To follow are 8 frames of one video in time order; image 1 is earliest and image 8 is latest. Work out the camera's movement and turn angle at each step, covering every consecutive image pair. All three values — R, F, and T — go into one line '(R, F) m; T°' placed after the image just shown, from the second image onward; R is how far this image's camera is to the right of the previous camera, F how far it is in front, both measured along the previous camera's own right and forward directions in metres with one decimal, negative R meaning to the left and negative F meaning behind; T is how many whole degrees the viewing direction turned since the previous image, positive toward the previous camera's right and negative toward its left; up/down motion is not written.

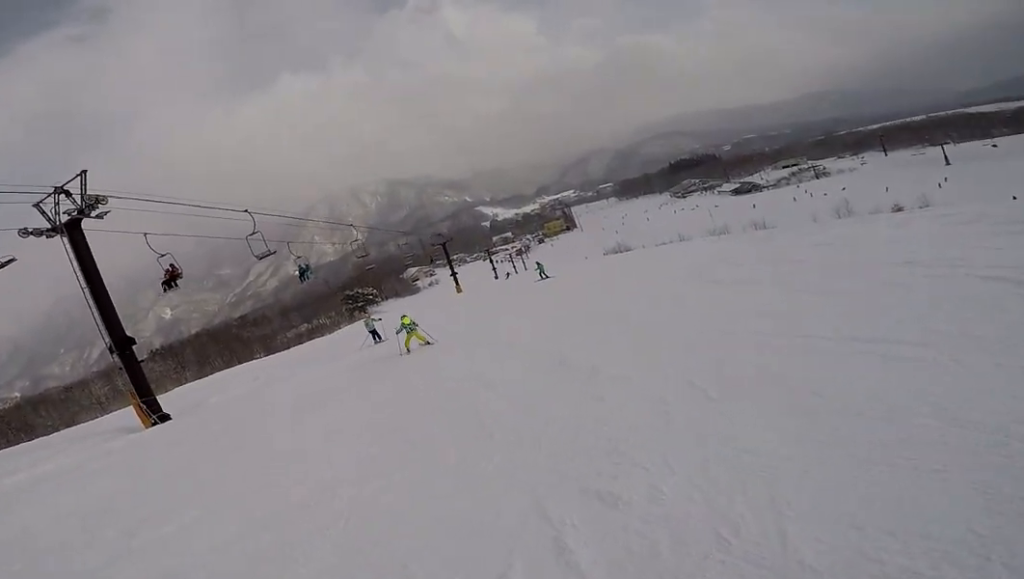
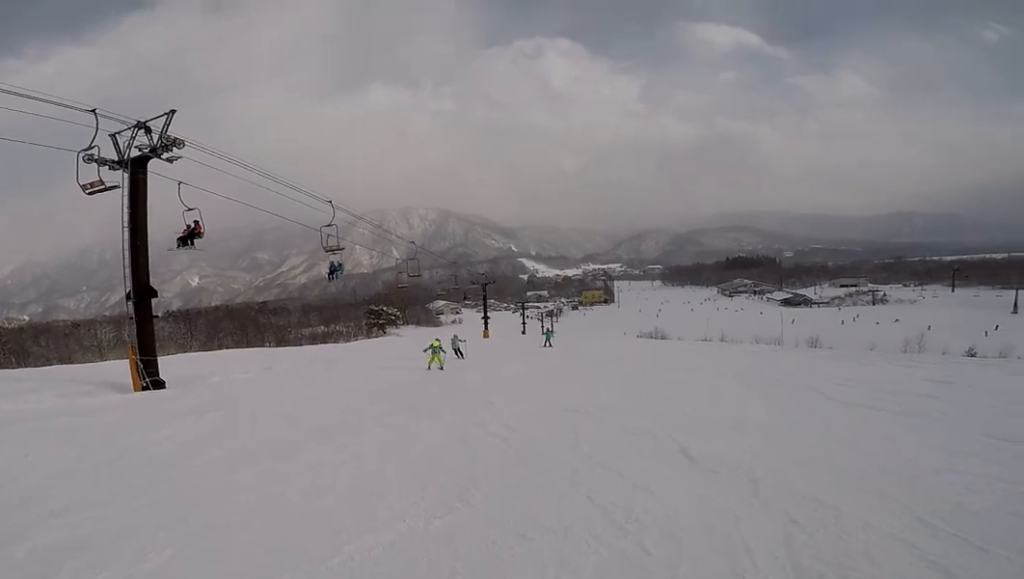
(+0.6, +2.2) m; +10°
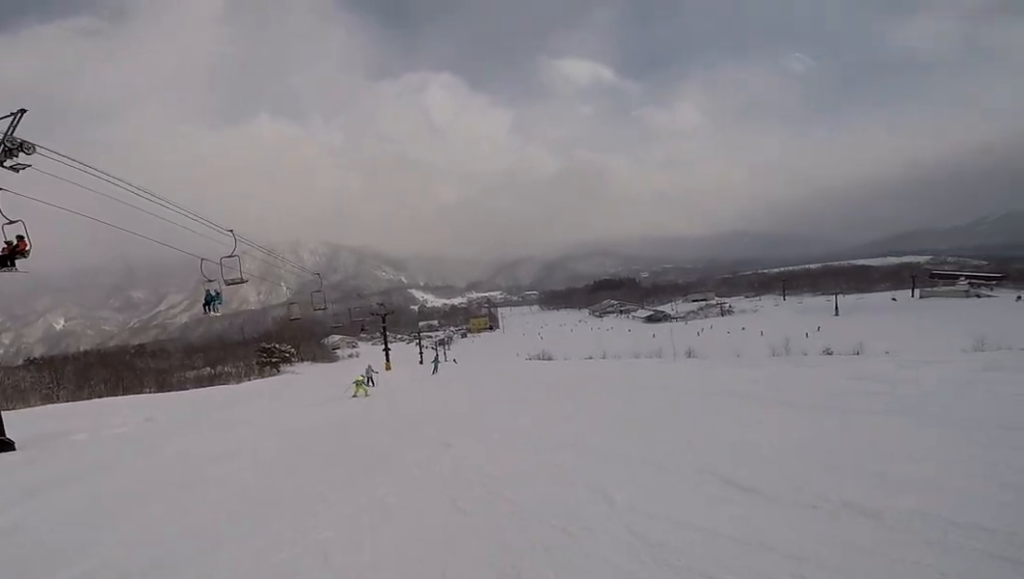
(+0.2, +2.1) m; +1°
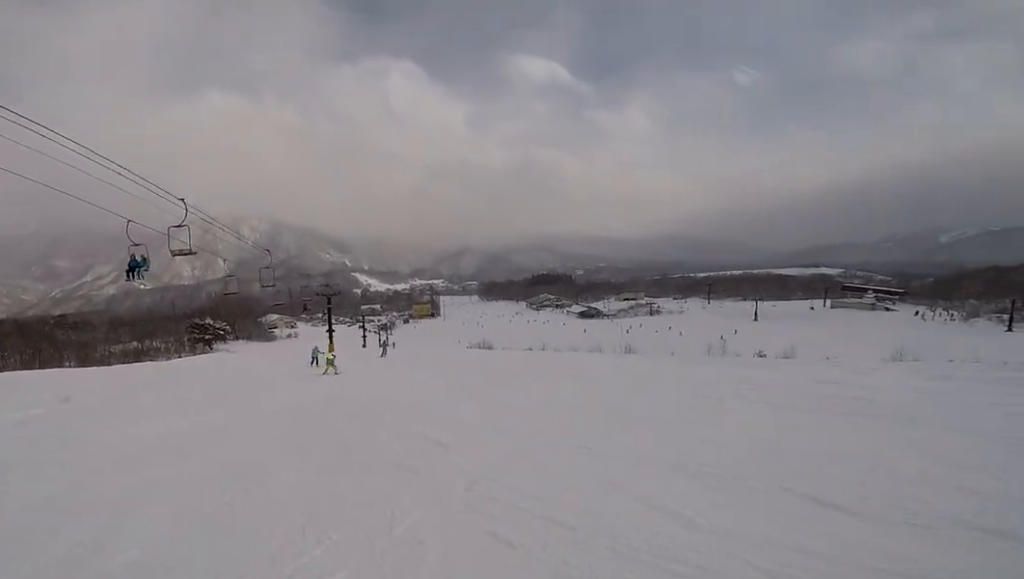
(-0.4, +1.3) m; +2°
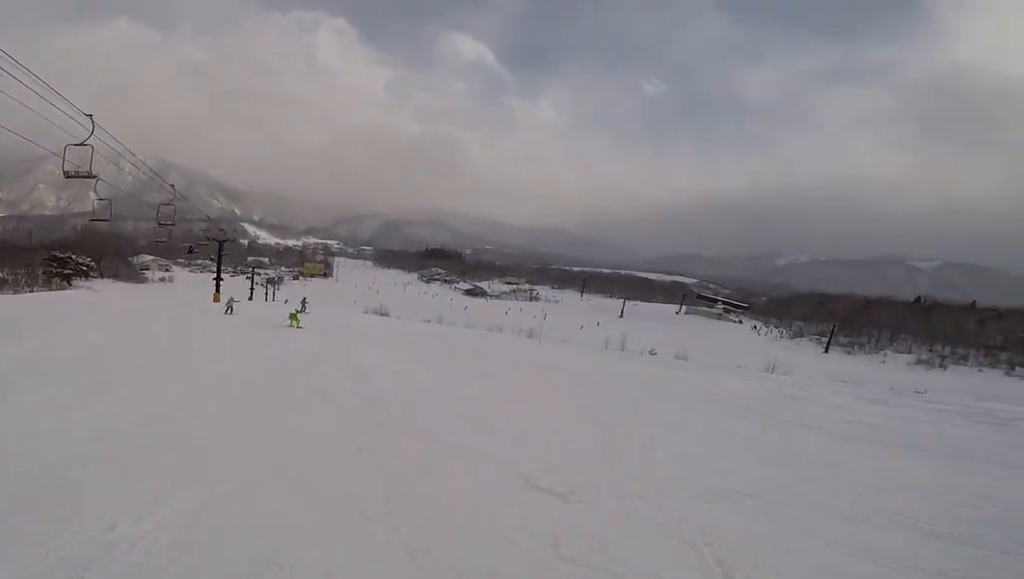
(+0.4, +3.3) m; +14°
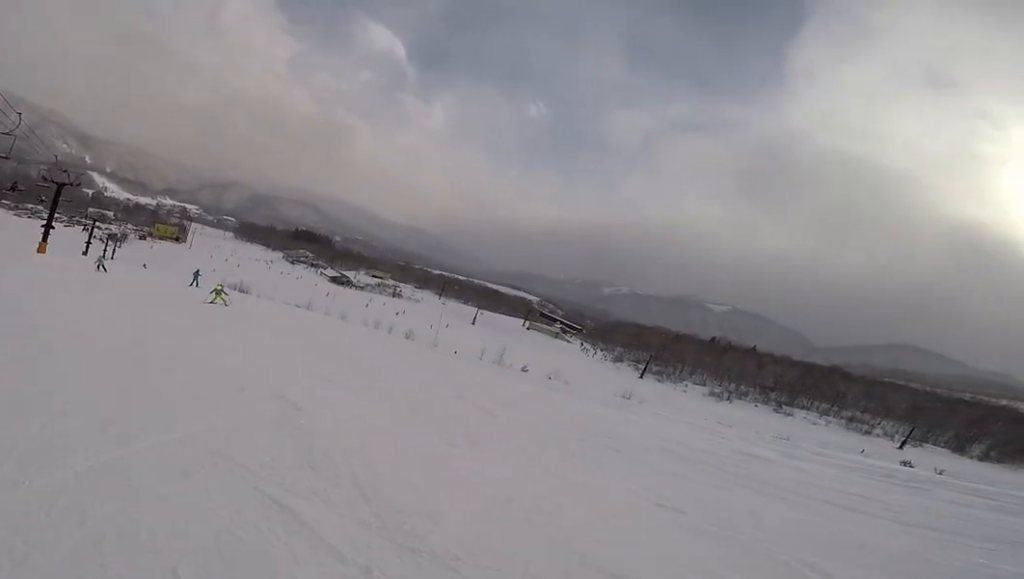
(+0.7, +4.1) m; +19°
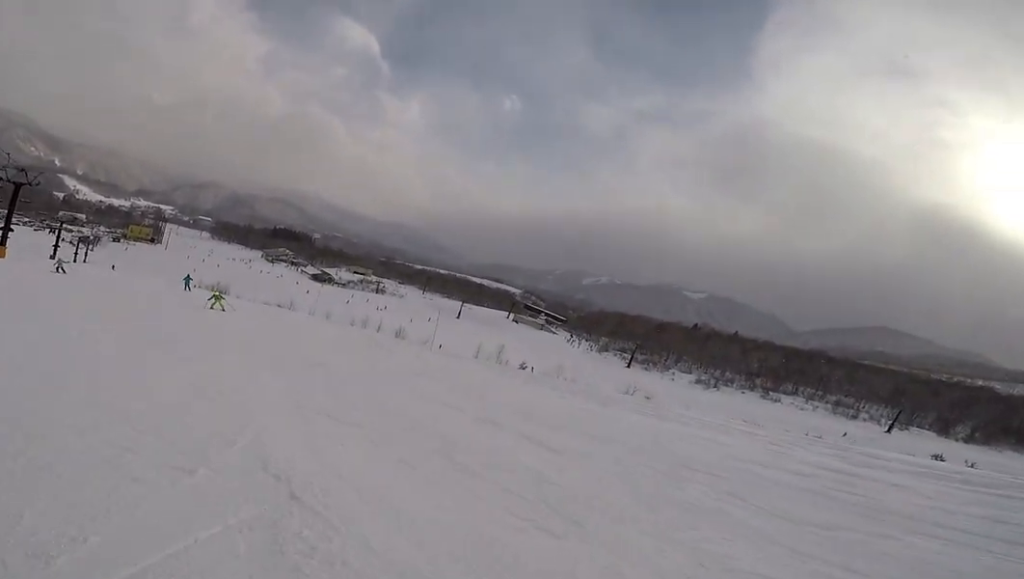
(0.0, +2.5) m; +9°
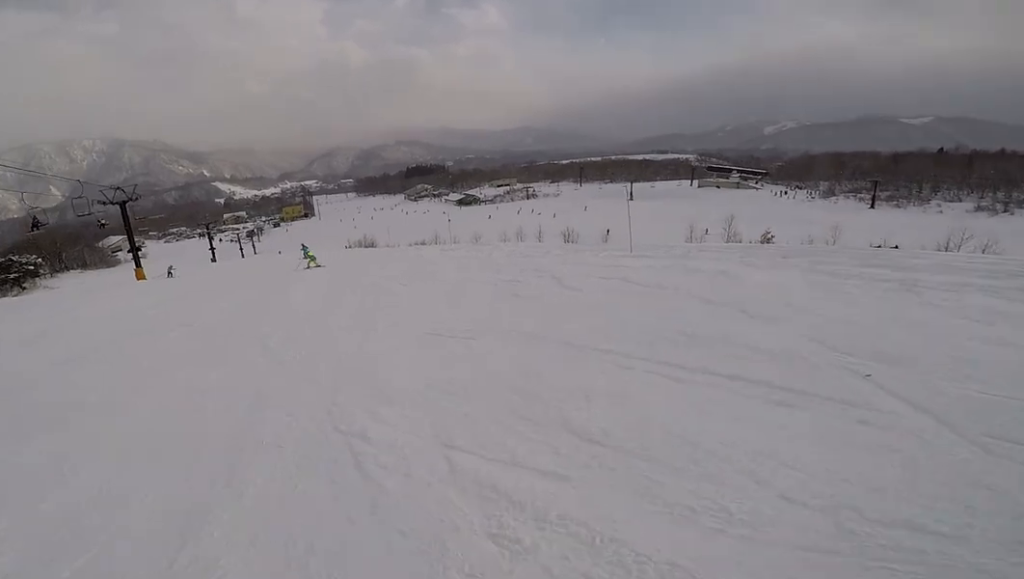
(+0.4, +8.2) m; -9°
